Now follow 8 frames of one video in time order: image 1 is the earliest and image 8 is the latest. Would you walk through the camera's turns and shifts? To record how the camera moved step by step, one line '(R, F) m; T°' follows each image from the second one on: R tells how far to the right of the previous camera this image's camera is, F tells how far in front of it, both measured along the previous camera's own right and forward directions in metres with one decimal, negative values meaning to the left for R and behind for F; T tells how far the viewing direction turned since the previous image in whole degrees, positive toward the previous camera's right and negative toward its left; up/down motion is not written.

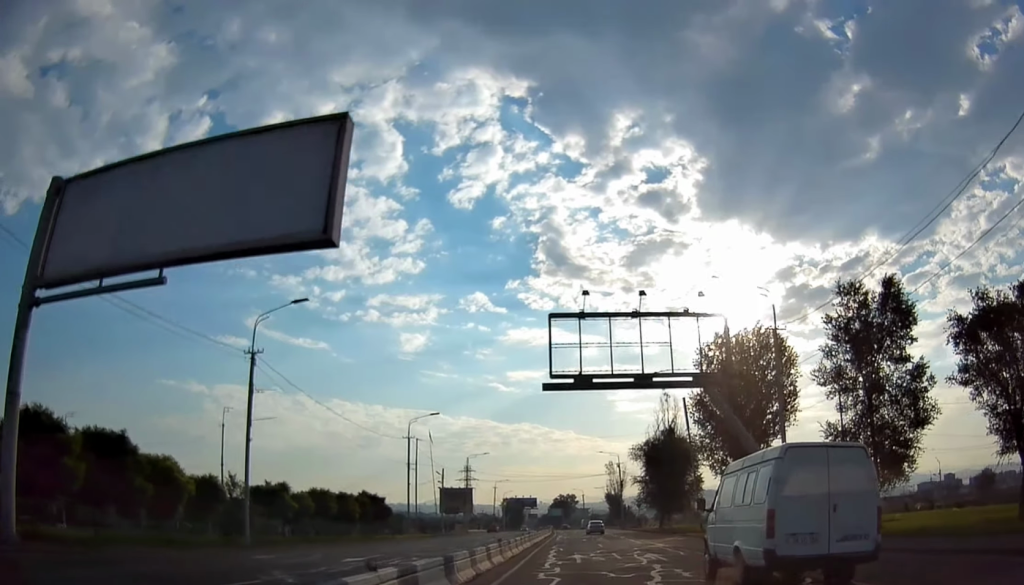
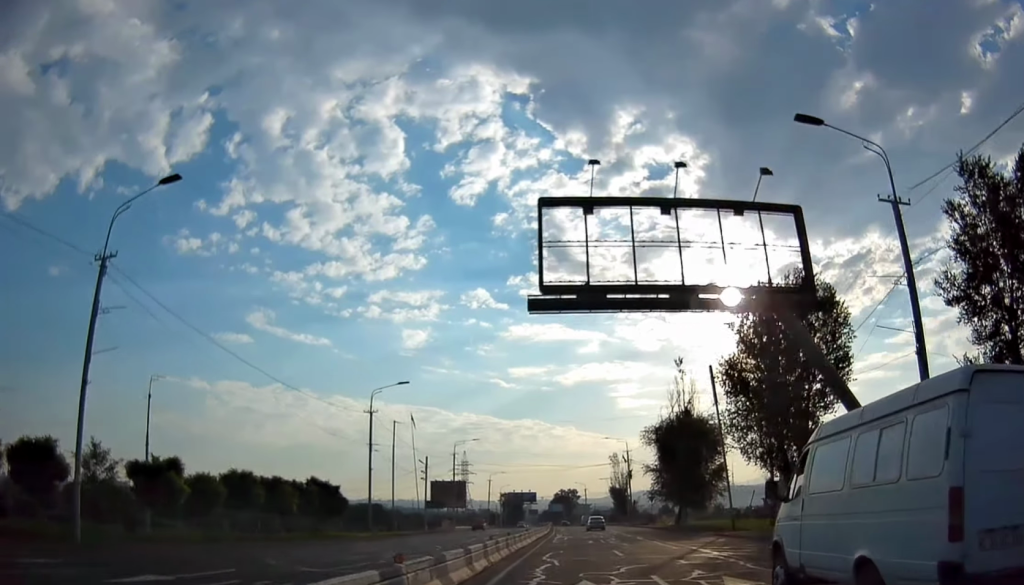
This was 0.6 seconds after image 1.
(0.0, +12.5) m; 0°
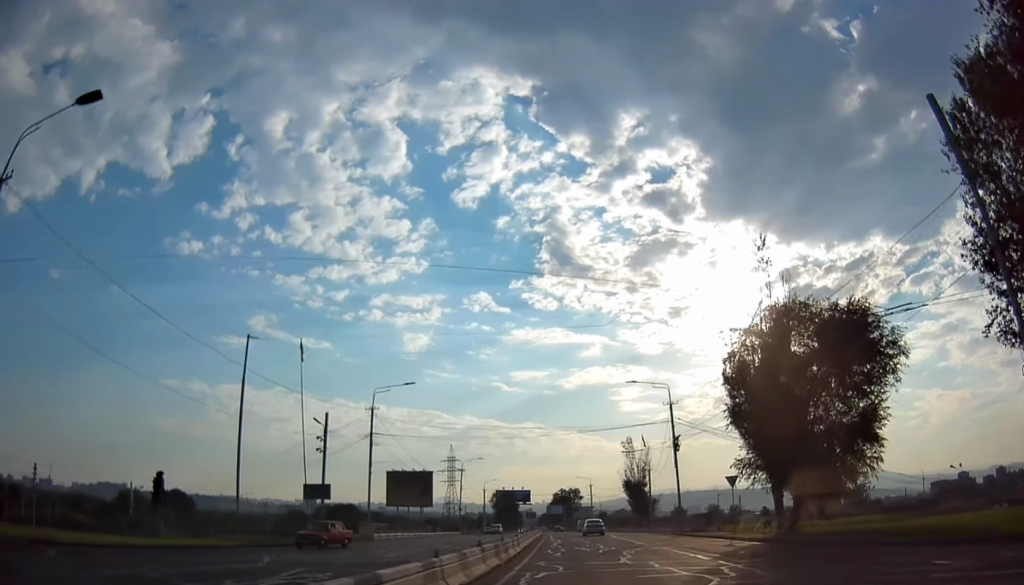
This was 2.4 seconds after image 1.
(-0.8, +37.9) m; -1°
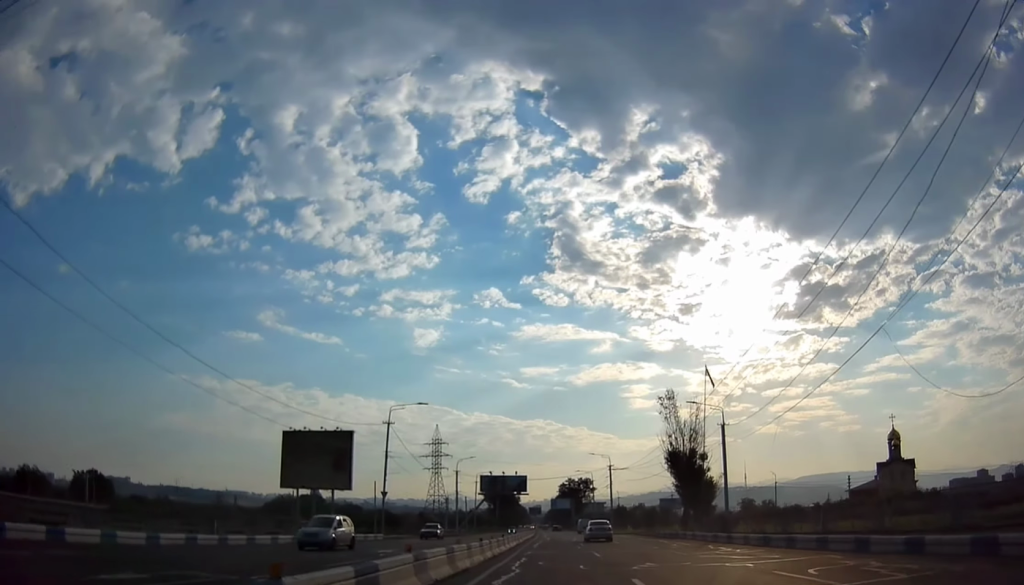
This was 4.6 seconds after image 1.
(+0.8, +46.0) m; -1°
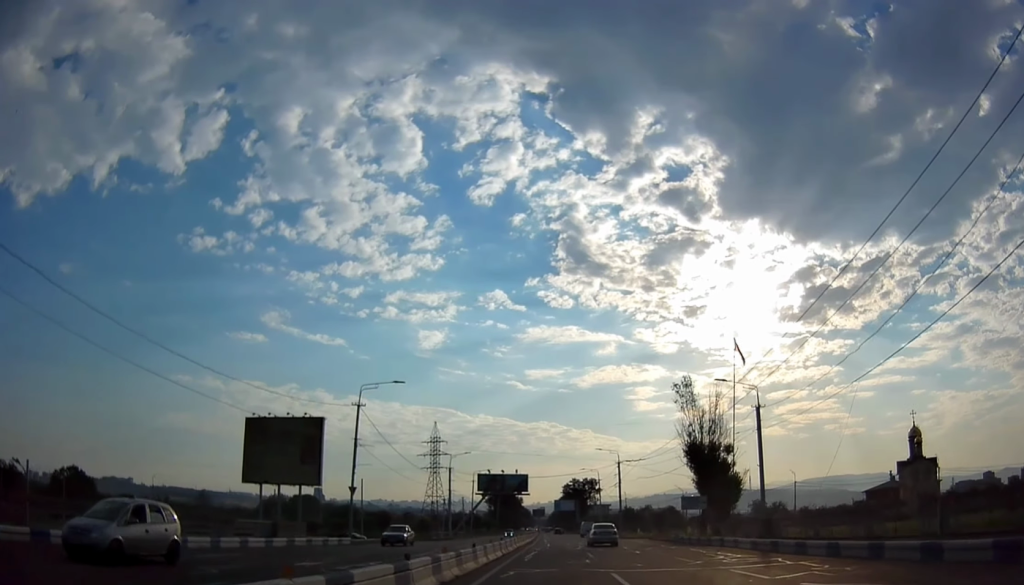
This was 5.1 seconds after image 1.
(-0.1, +9.9) m; -1°
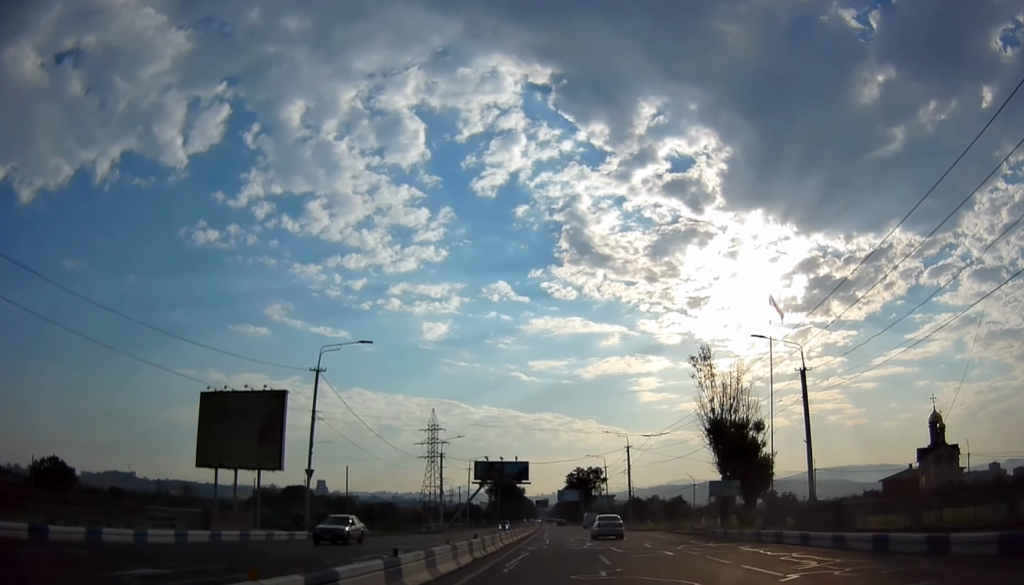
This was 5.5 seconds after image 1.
(0.0, +9.1) m; -1°
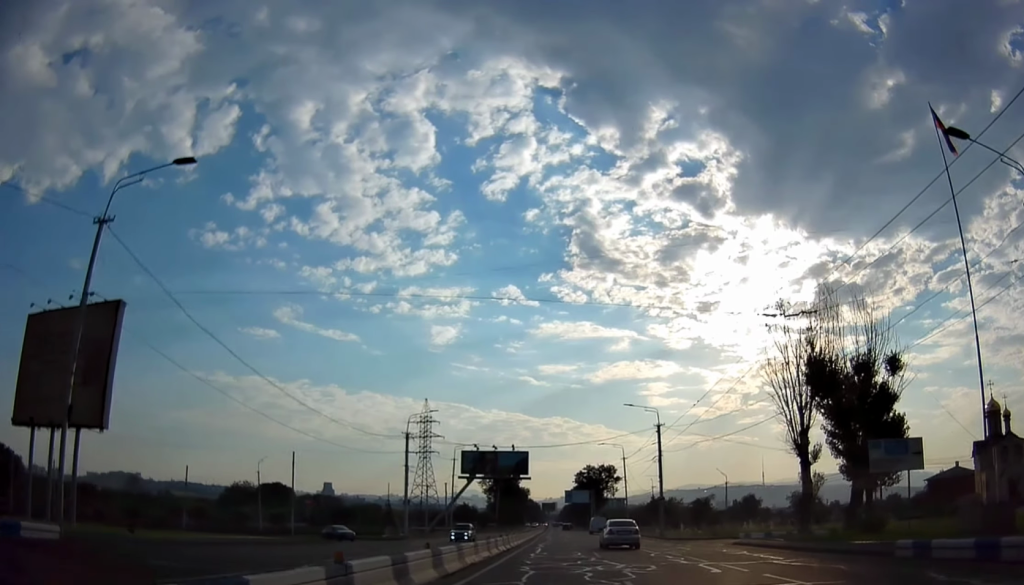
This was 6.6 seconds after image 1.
(-0.4, +22.6) m; 0°
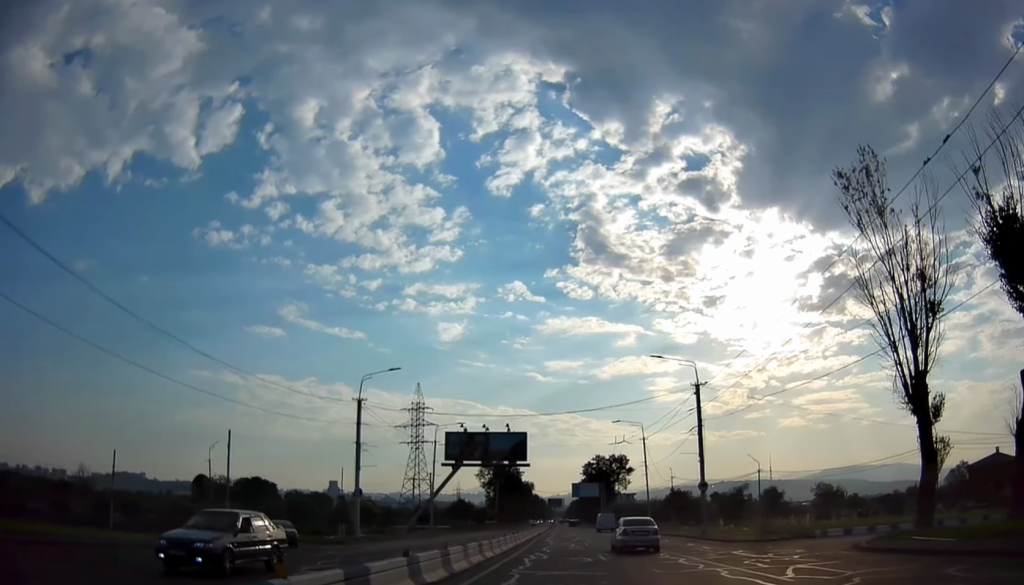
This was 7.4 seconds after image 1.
(+0.2, +16.9) m; 0°
